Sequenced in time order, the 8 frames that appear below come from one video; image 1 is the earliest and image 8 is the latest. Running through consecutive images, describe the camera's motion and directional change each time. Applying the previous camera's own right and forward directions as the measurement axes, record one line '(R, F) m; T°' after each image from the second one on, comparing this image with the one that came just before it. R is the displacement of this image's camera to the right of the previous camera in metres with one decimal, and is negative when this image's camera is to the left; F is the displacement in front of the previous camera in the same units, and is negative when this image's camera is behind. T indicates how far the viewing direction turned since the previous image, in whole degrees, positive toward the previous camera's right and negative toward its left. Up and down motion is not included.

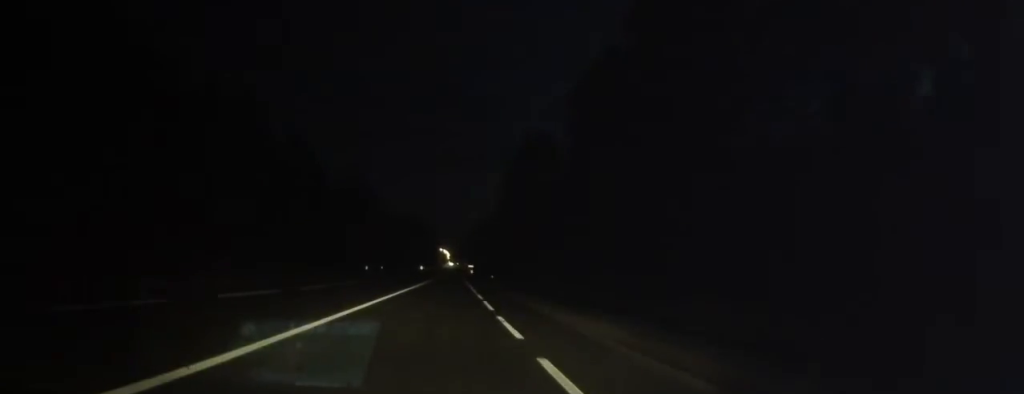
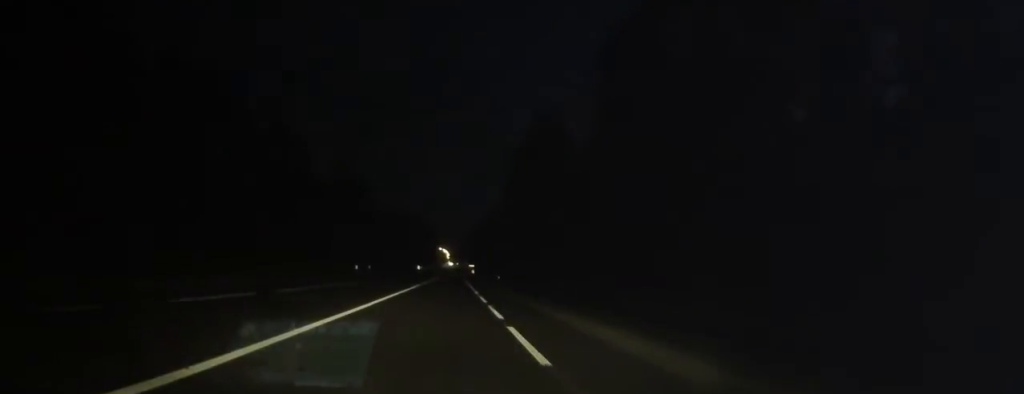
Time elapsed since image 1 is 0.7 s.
(-0.2, +12.7) m; 0°
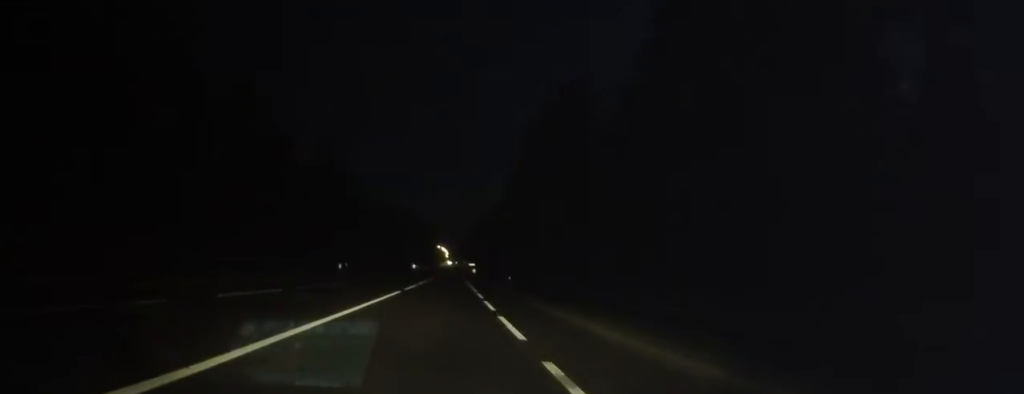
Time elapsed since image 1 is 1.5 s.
(+0.1, +15.1) m; +1°
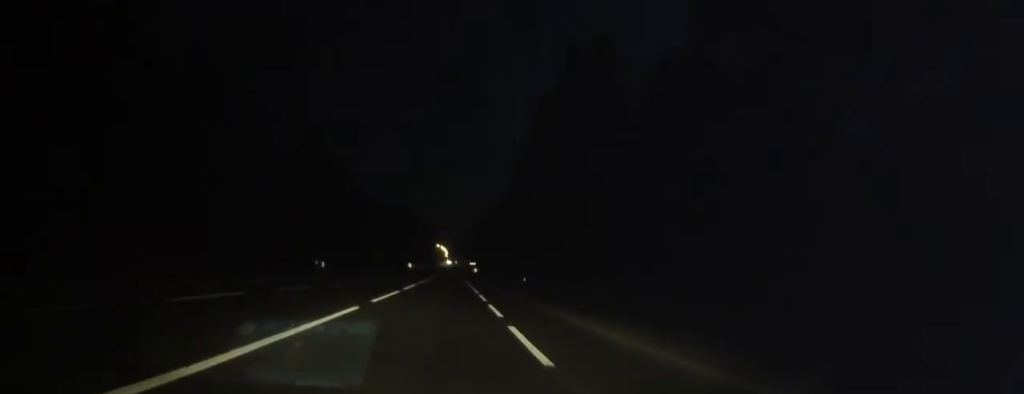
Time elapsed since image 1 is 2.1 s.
(+0.1, +12.5) m; +1°
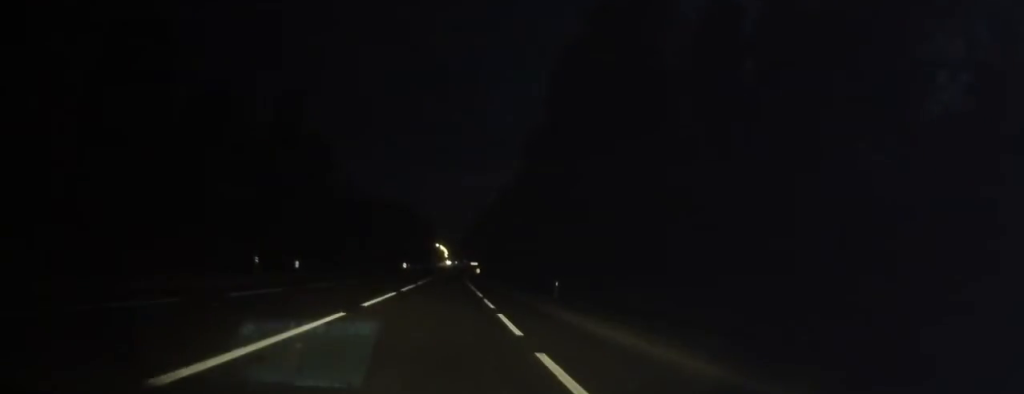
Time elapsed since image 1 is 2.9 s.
(+0.1, +14.2) m; 0°
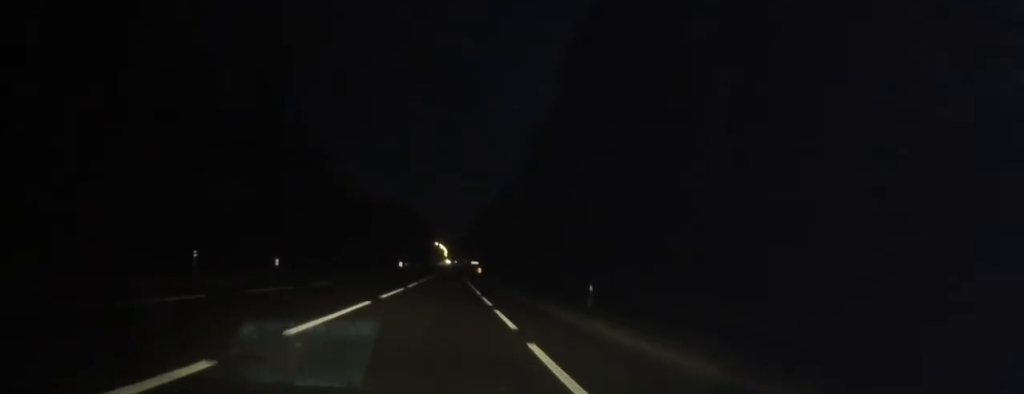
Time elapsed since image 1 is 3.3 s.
(0.0, +7.9) m; 0°
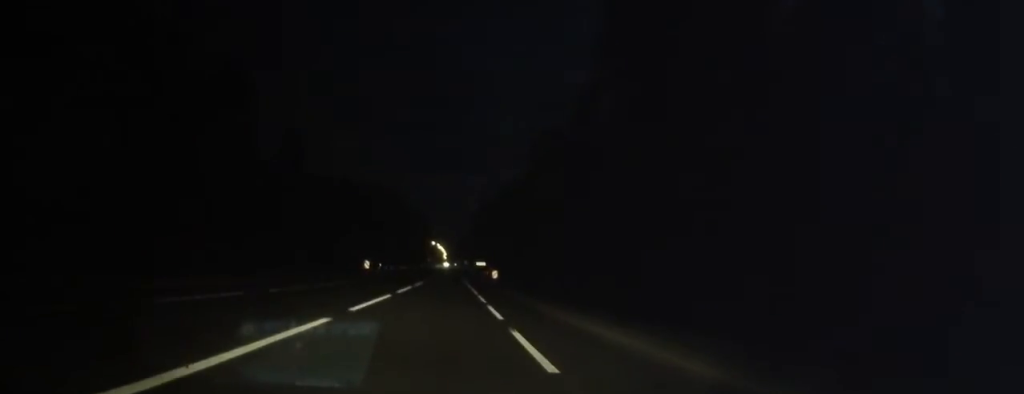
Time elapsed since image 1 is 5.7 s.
(+0.3, +42.6) m; +1°
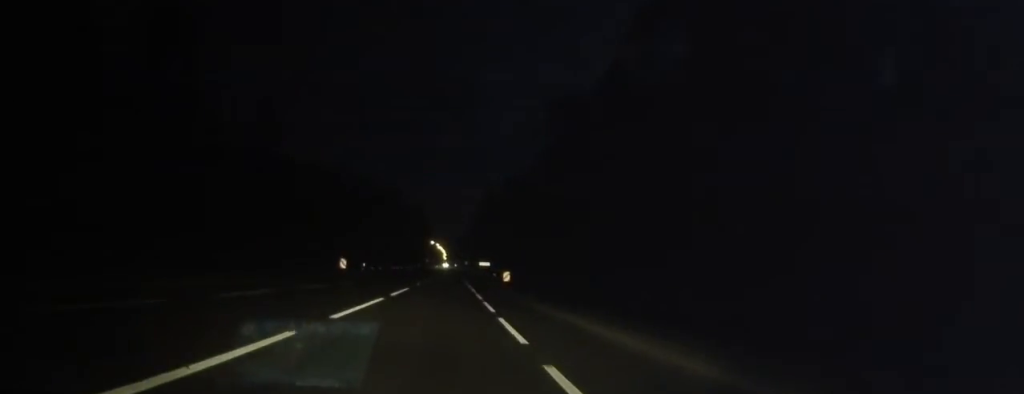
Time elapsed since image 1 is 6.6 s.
(0.0, +15.0) m; -1°
